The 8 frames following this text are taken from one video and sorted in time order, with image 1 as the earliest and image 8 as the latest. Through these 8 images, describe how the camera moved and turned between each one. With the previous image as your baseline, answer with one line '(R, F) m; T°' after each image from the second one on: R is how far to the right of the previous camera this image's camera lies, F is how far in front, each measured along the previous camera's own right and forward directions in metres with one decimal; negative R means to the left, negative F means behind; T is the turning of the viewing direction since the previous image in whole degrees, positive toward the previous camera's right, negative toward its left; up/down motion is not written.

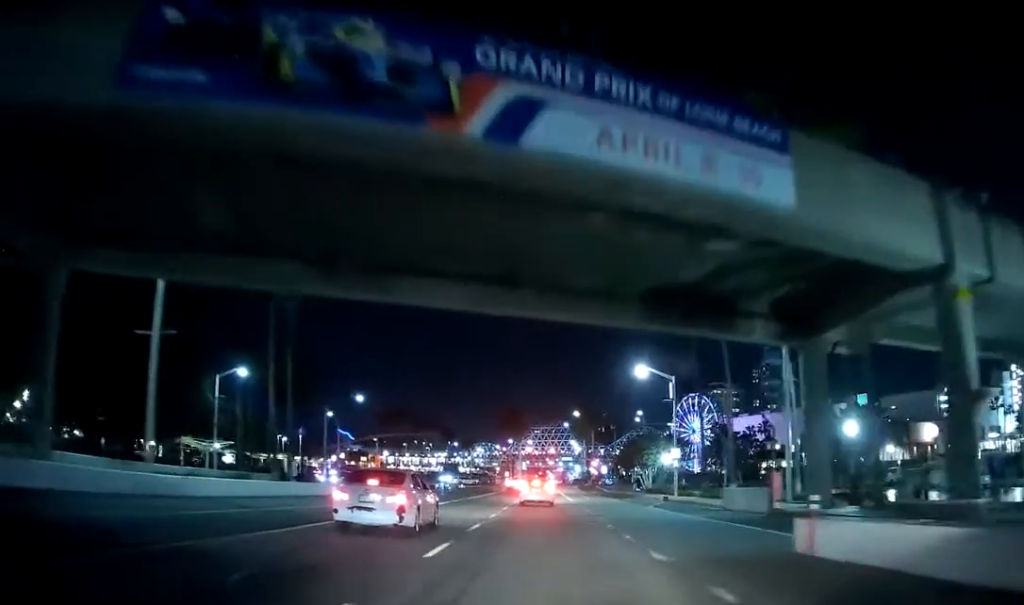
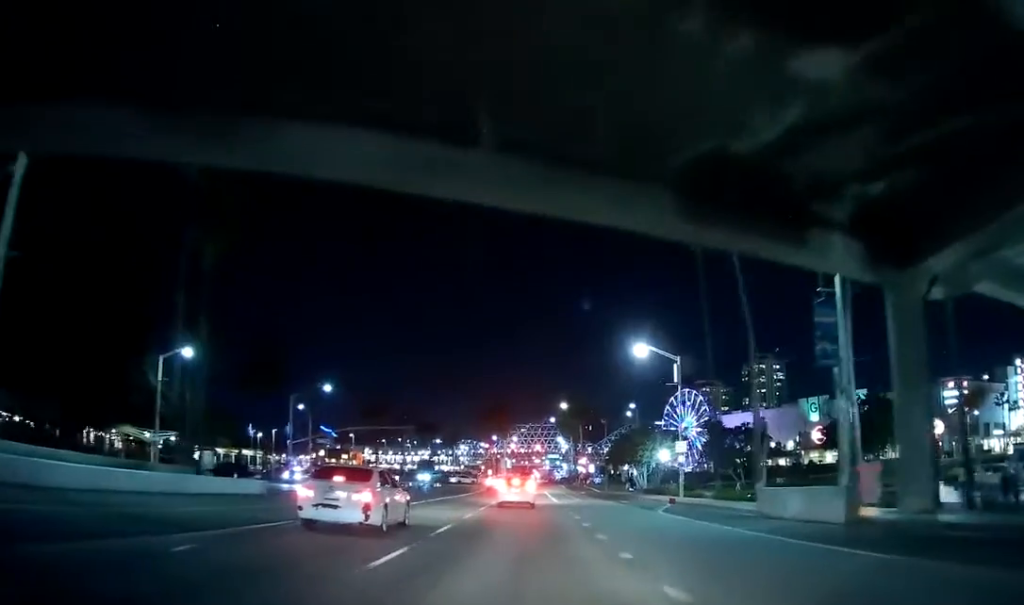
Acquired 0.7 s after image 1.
(-0.2, +9.1) m; +1°
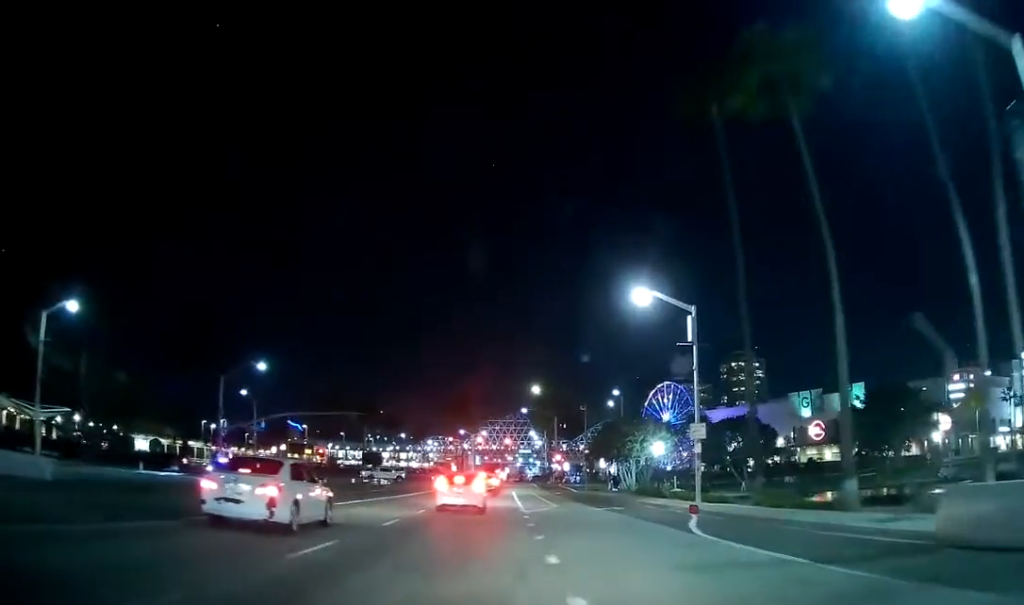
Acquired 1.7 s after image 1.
(+0.5, +14.4) m; +3°
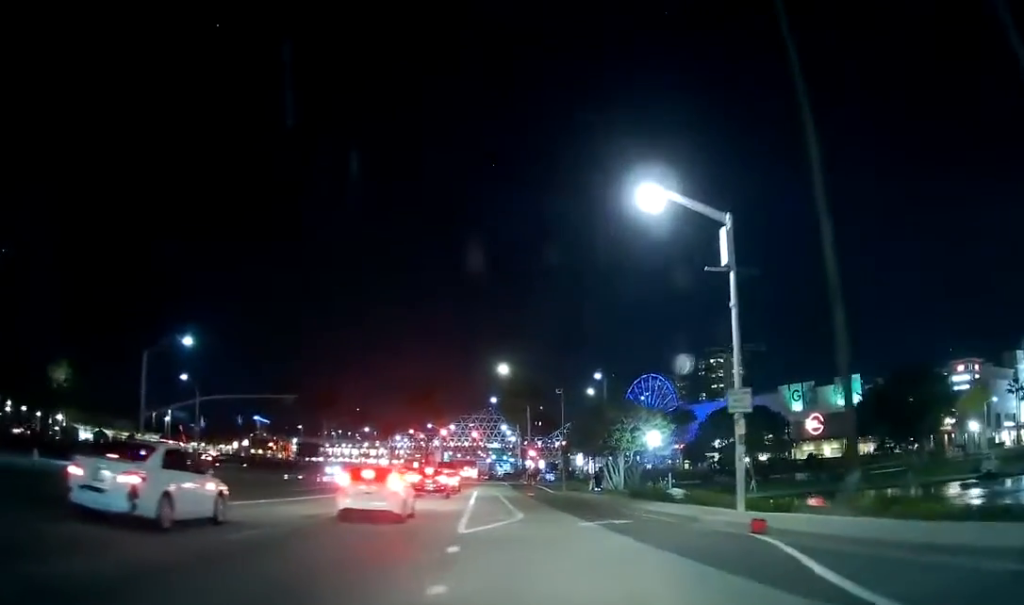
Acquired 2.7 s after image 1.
(+0.1, +13.1) m; 0°
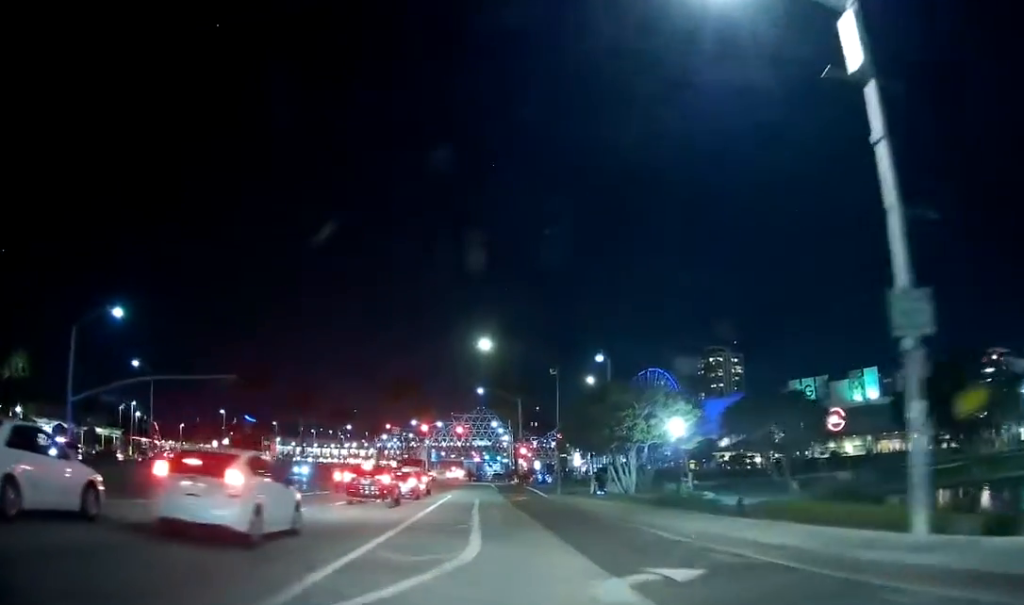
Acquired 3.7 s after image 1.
(-0.1, +13.2) m; +1°
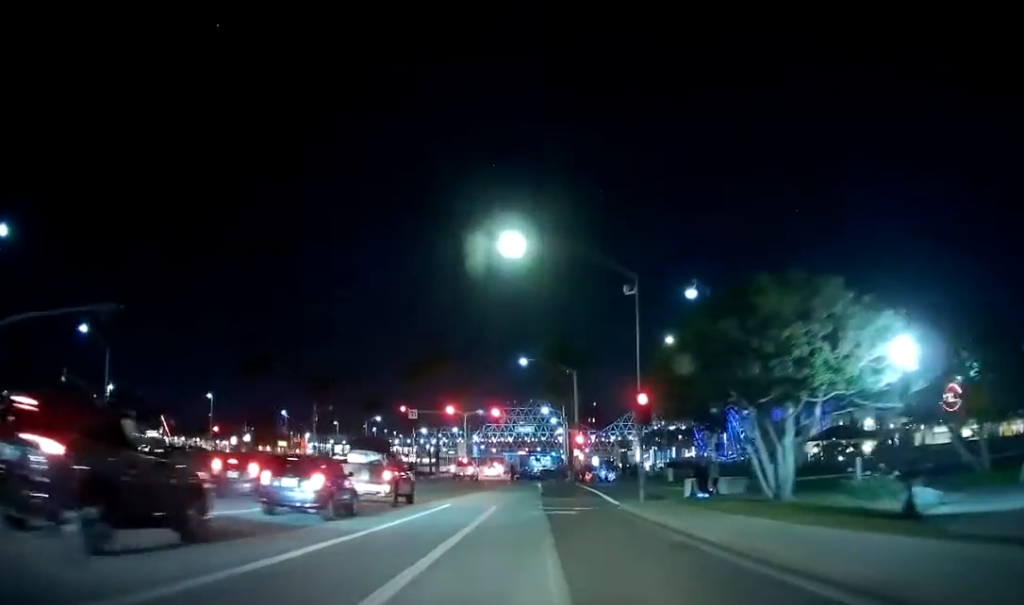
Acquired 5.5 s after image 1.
(+0.3, +21.9) m; -2°
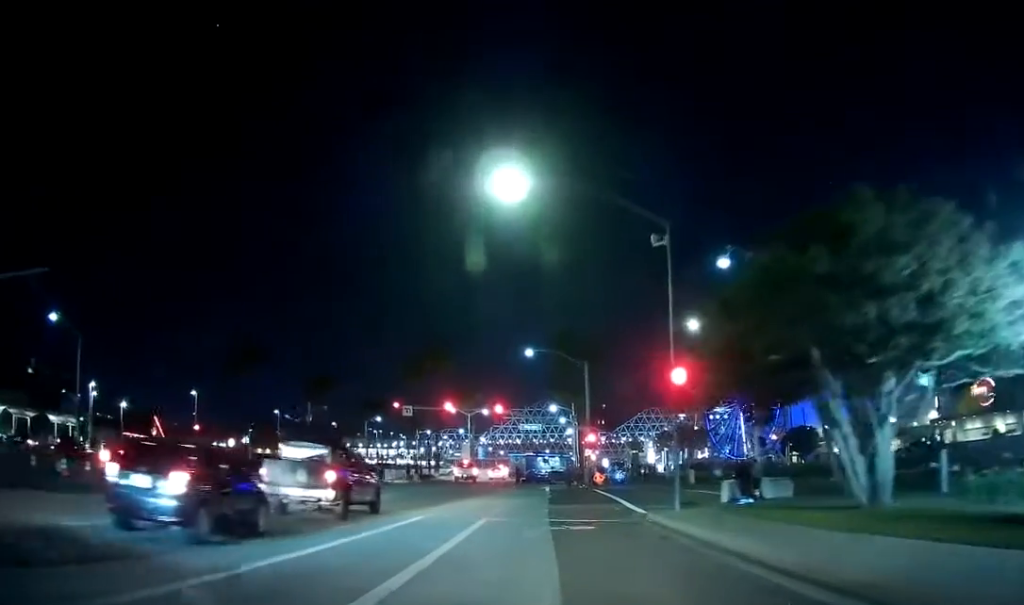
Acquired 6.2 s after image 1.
(-0.2, +7.0) m; -2°
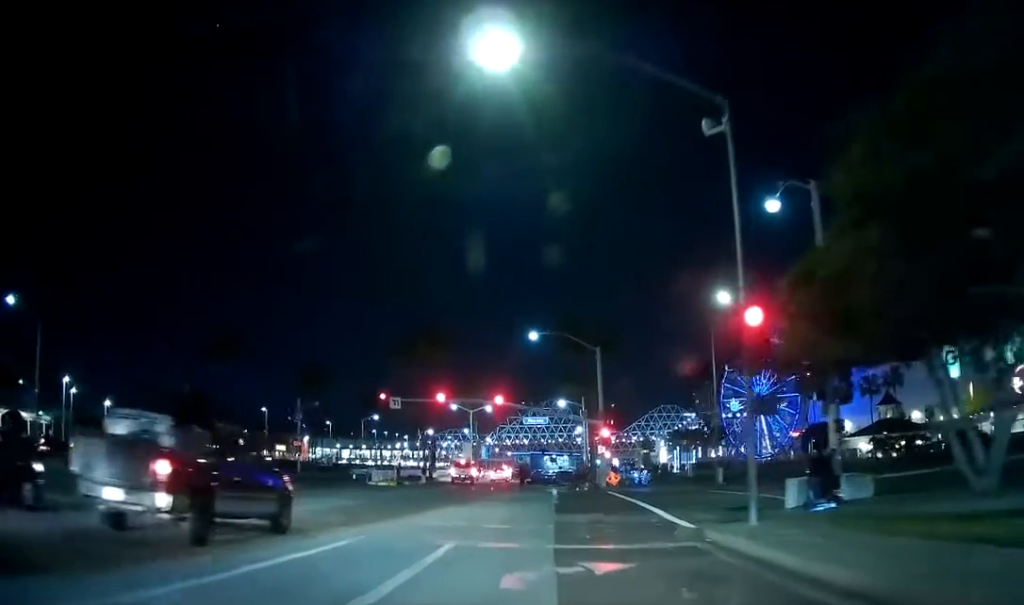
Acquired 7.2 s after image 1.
(-0.2, +8.2) m; +1°
